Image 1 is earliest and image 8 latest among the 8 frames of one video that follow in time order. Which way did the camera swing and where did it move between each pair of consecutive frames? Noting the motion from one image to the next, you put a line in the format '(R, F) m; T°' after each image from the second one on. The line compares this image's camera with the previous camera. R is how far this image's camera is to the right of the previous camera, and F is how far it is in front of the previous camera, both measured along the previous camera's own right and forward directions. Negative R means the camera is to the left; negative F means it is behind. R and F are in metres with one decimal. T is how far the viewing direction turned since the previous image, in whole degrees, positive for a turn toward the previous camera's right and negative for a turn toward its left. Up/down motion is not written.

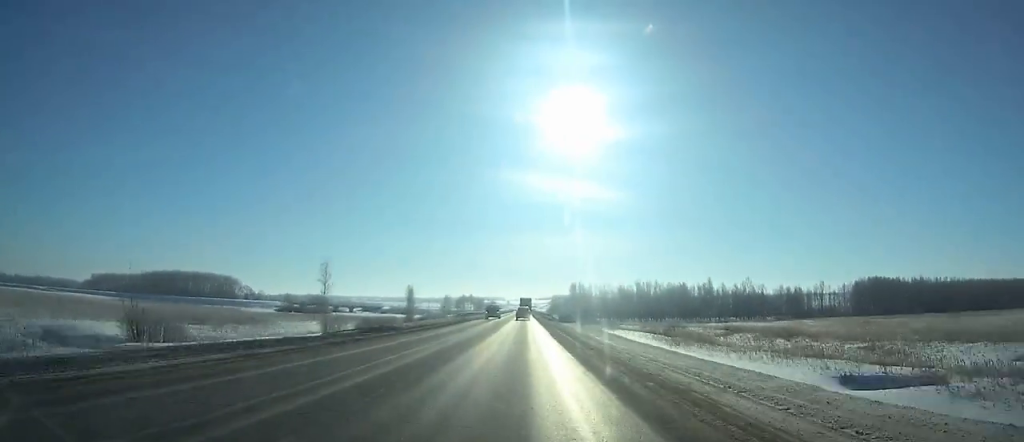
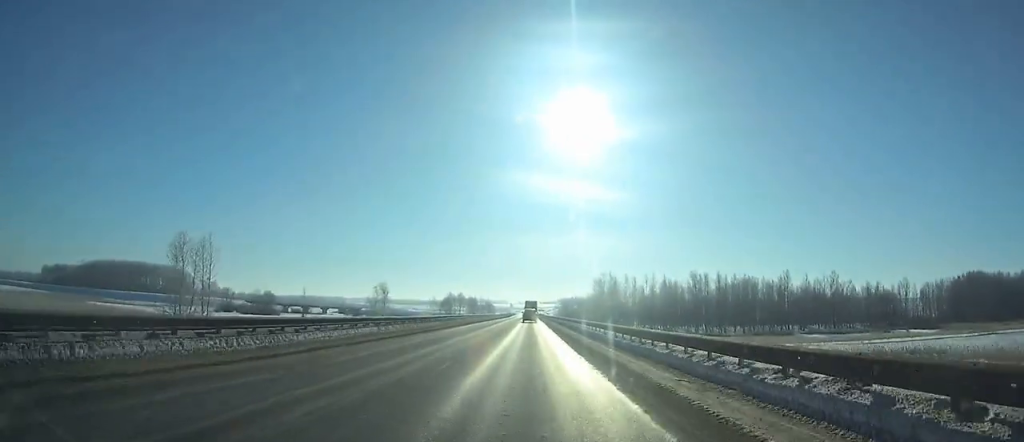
(0.0, +89.2) m; 0°
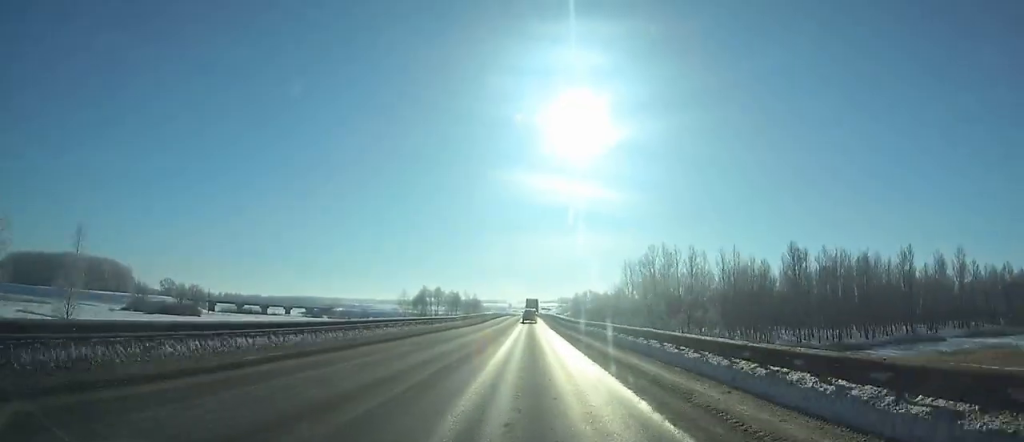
(+0.1, +76.5) m; 0°
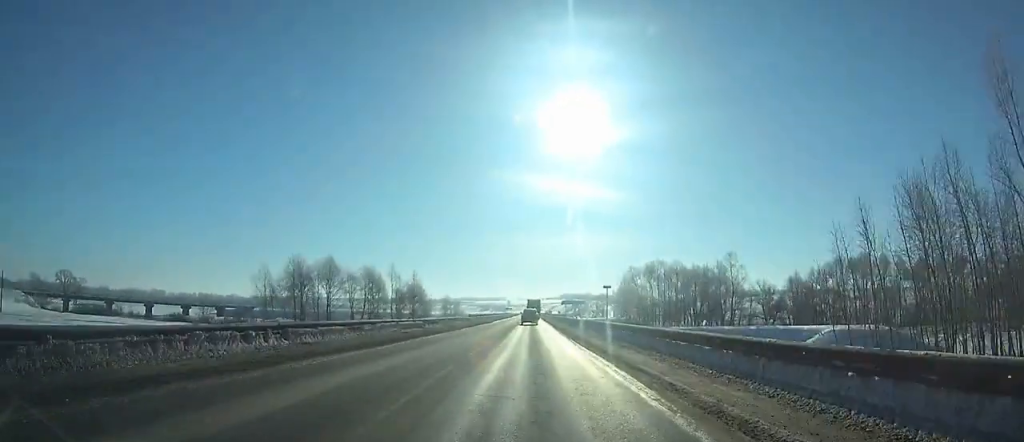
(+0.4, +129.5) m; 0°
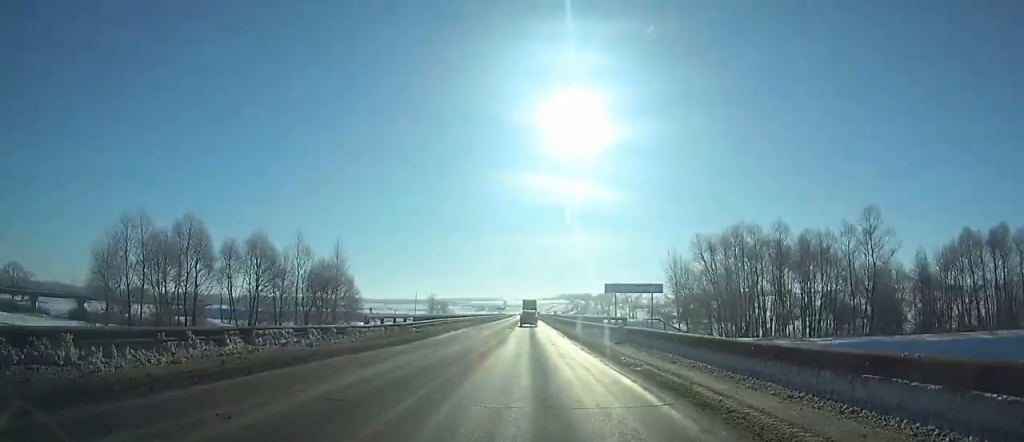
(0.0, +48.0) m; 0°
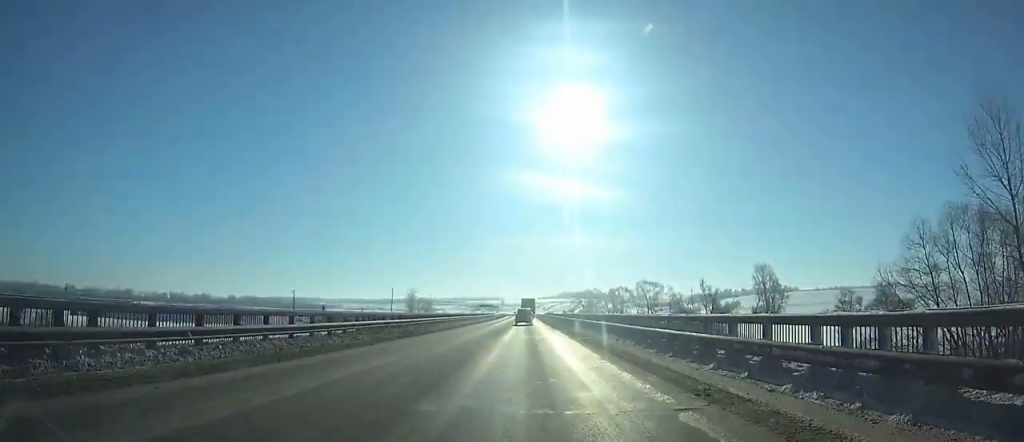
(-0.1, +61.8) m; 0°
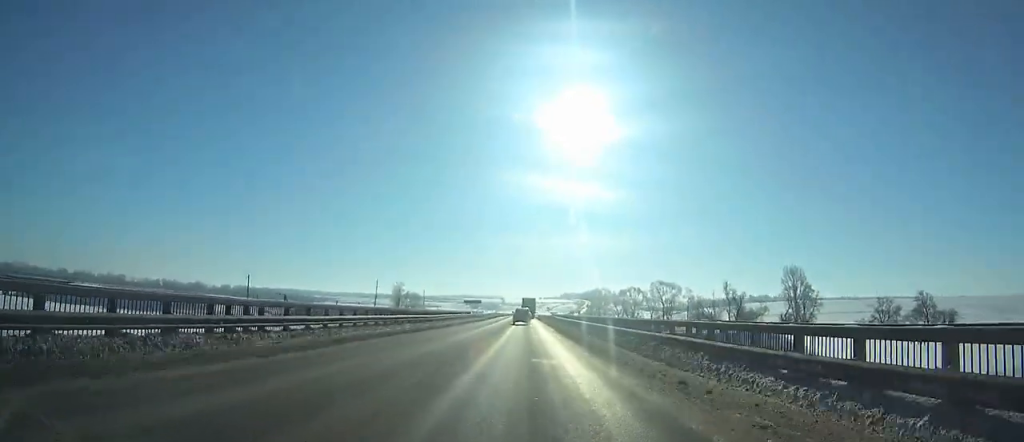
(0.0, +35.5) m; 0°
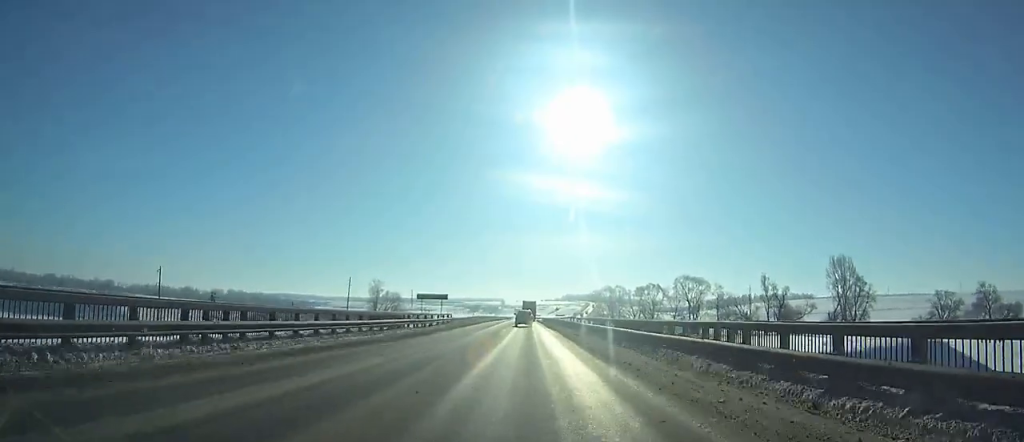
(-0.1, +43.7) m; 0°
